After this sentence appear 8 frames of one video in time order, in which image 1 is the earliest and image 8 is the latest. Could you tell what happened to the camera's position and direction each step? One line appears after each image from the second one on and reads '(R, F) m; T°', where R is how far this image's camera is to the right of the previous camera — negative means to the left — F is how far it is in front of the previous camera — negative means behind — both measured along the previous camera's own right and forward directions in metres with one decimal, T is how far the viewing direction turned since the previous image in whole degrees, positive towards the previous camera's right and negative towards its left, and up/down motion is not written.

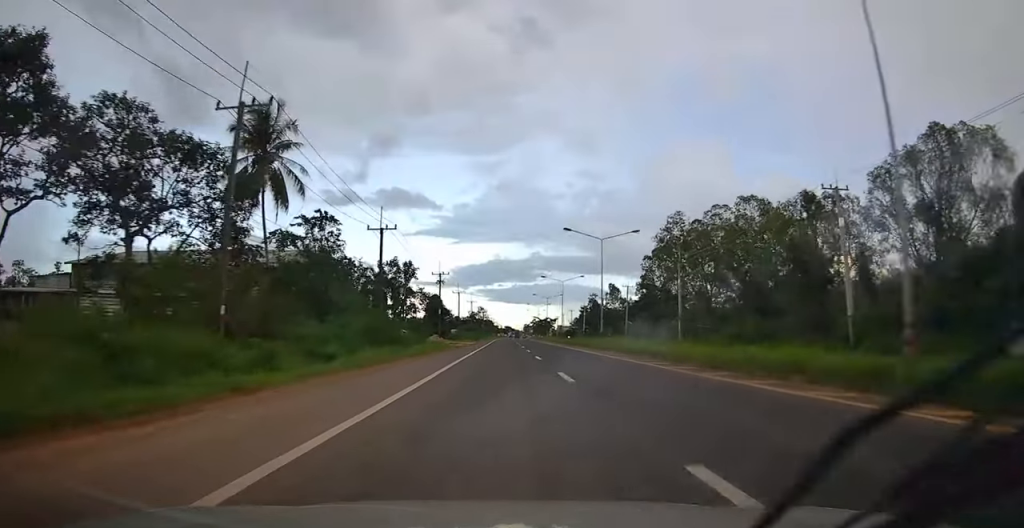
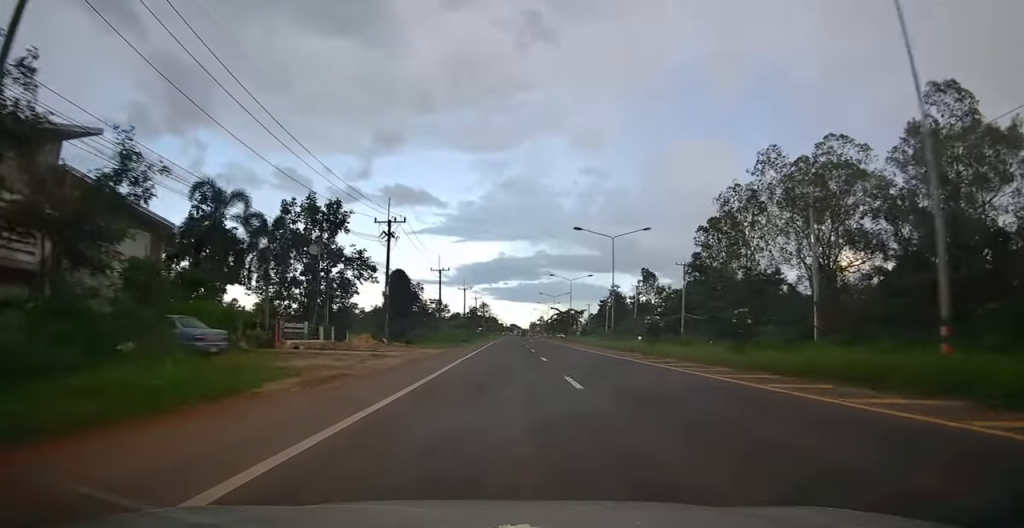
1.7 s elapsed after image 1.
(-0.3, +37.8) m; 0°
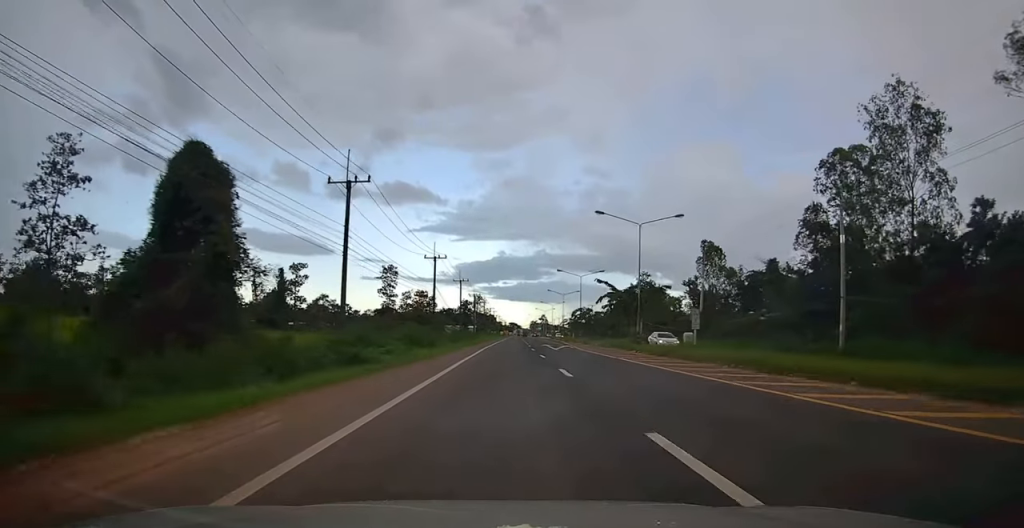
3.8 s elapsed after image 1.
(-0.1, +43.9) m; 0°
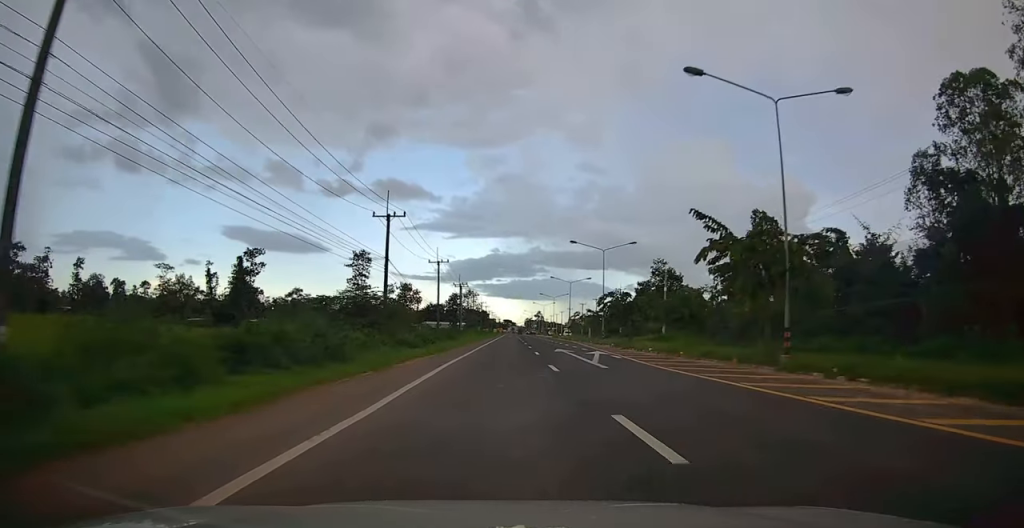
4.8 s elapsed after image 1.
(-0.2, +22.1) m; 0°
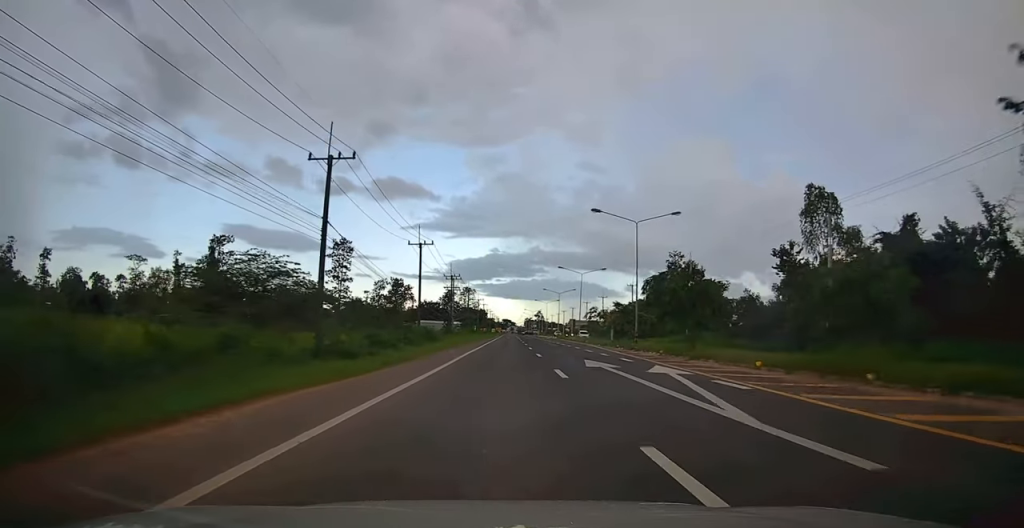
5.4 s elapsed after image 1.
(-0.1, +14.1) m; +1°
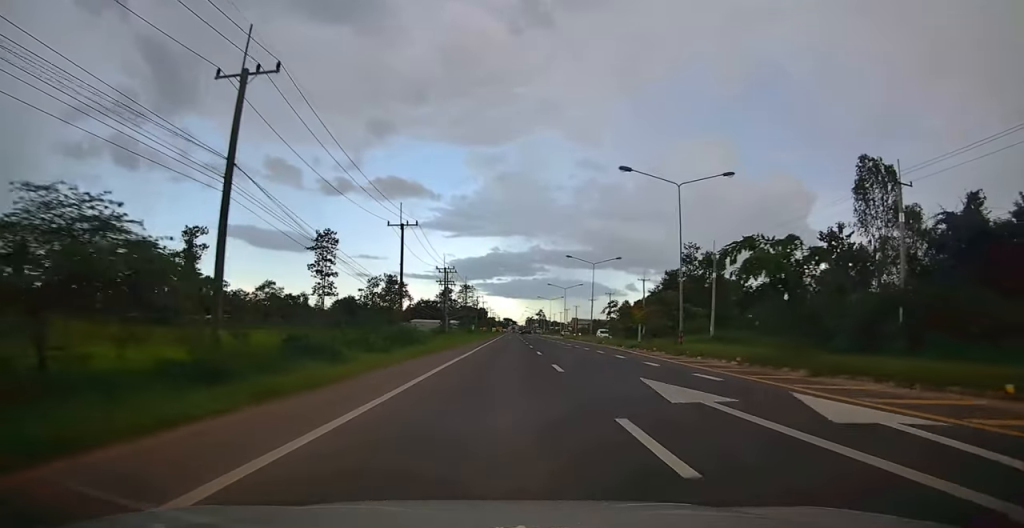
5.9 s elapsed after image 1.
(+0.3, +10.2) m; +1°
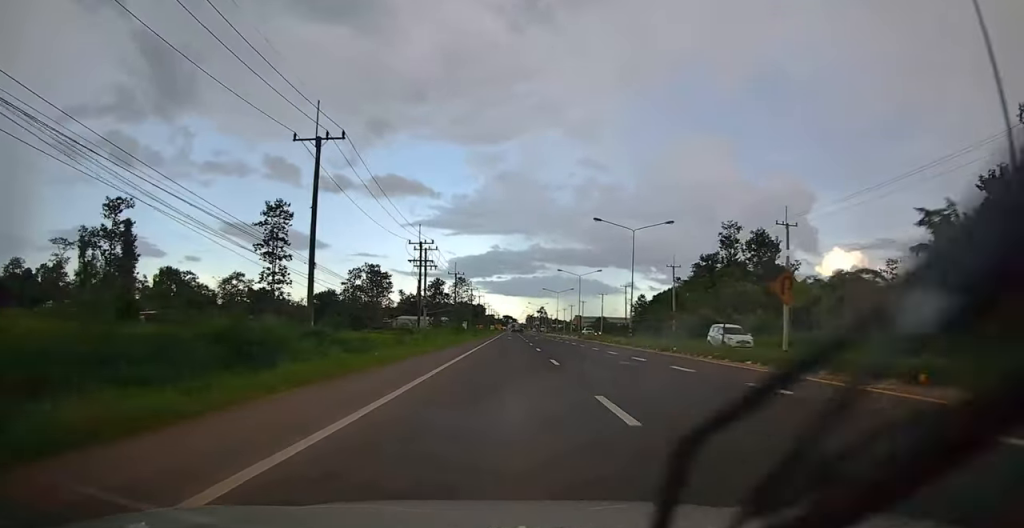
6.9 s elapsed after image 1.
(+0.3, +21.9) m; 0°
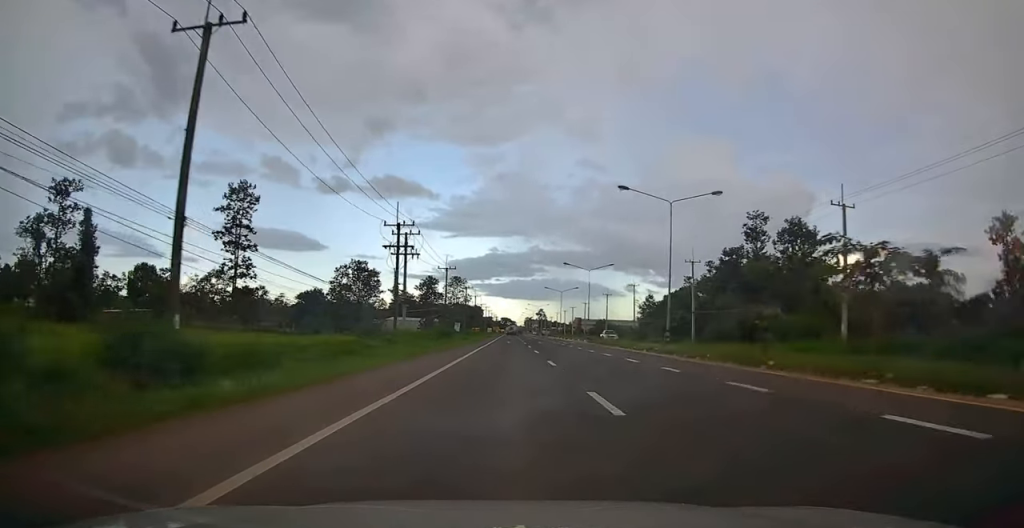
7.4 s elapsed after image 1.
(-0.1, +11.2) m; 0°
